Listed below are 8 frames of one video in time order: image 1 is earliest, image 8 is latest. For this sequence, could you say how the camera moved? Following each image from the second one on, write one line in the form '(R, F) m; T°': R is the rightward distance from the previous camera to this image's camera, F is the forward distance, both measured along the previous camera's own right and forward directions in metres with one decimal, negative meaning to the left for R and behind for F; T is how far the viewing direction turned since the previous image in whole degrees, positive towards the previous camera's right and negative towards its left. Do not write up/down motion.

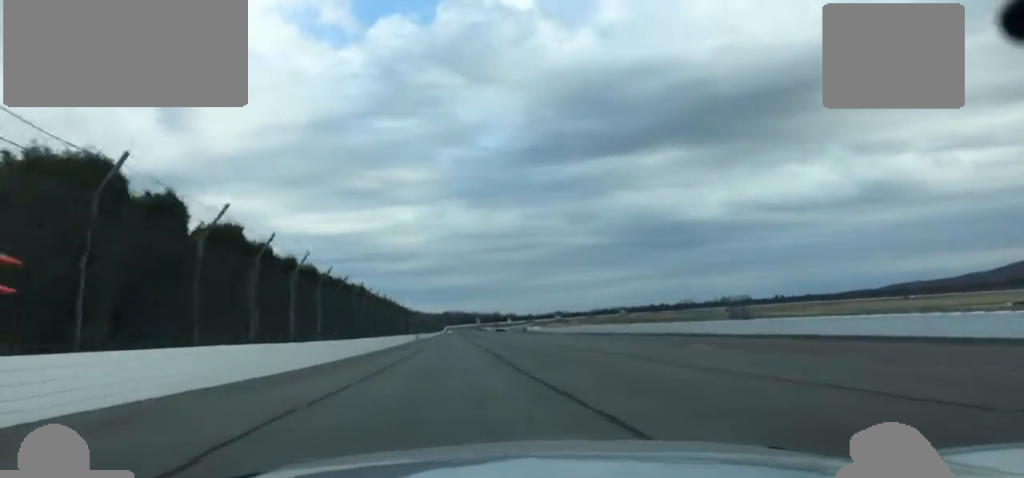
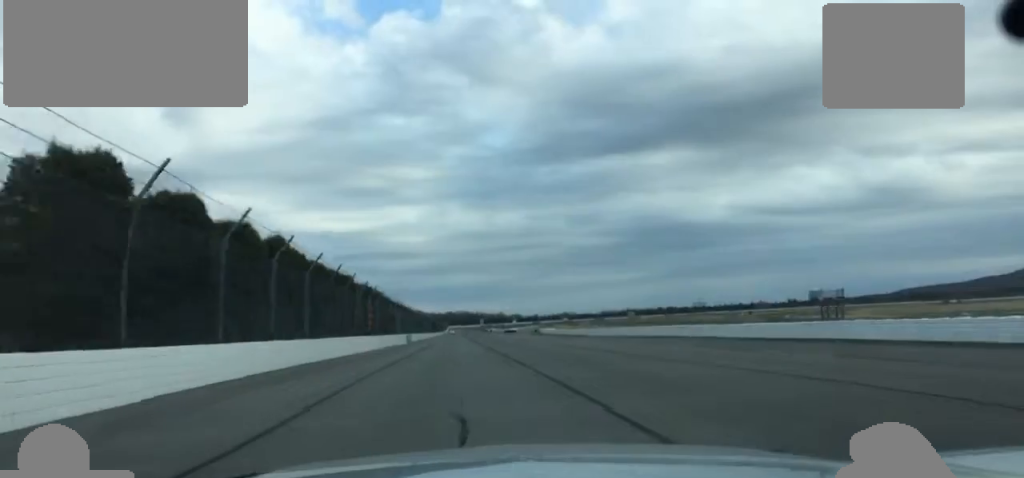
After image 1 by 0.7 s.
(-0.2, +36.9) m; 0°
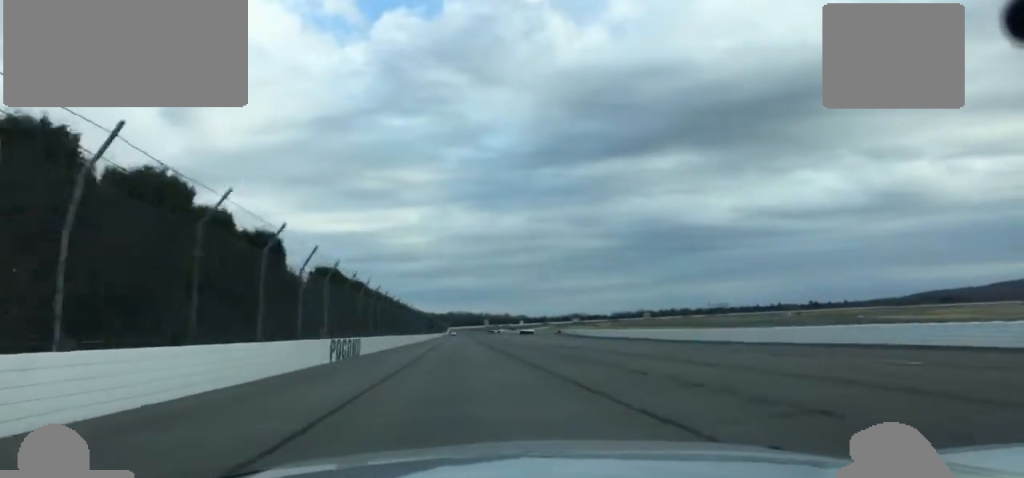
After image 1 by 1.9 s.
(+0.2, +65.5) m; +1°
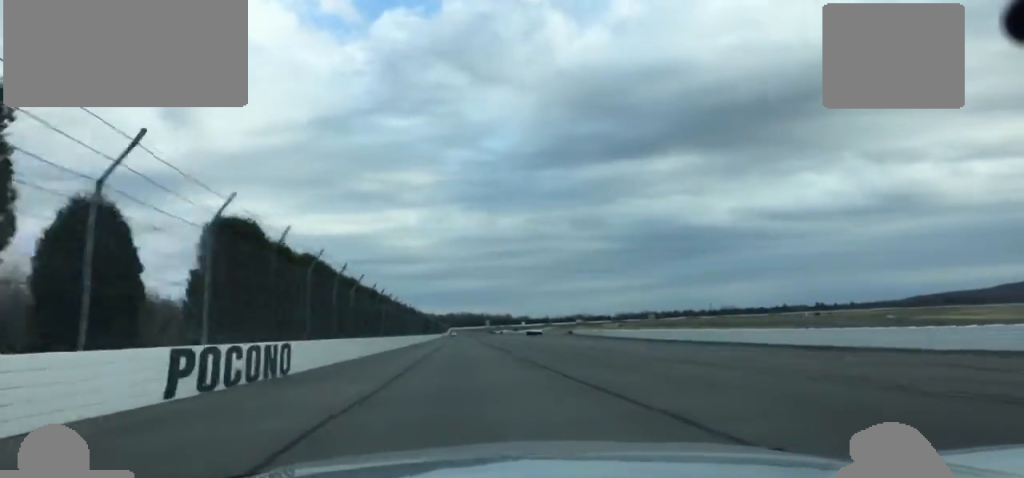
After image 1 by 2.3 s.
(+0.1, +22.4) m; 0°
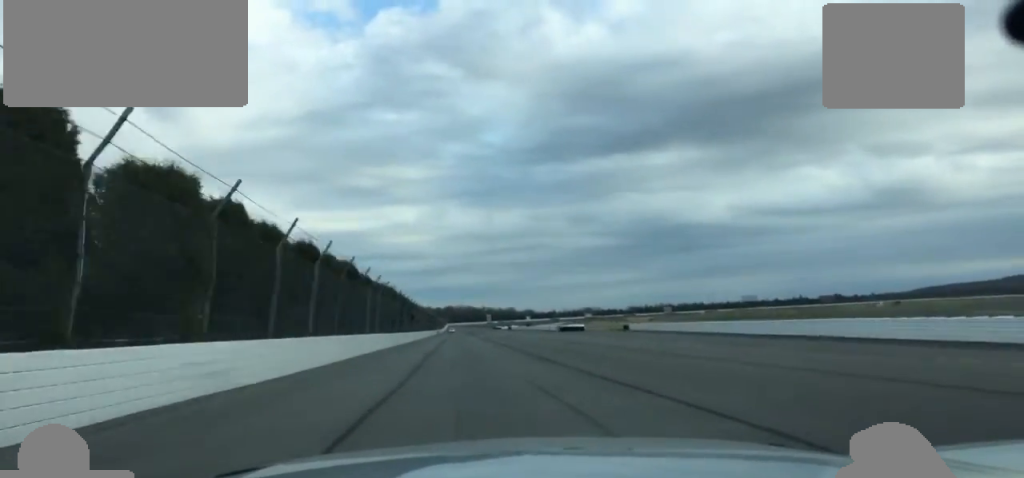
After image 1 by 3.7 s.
(+0.4, +78.9) m; 0°
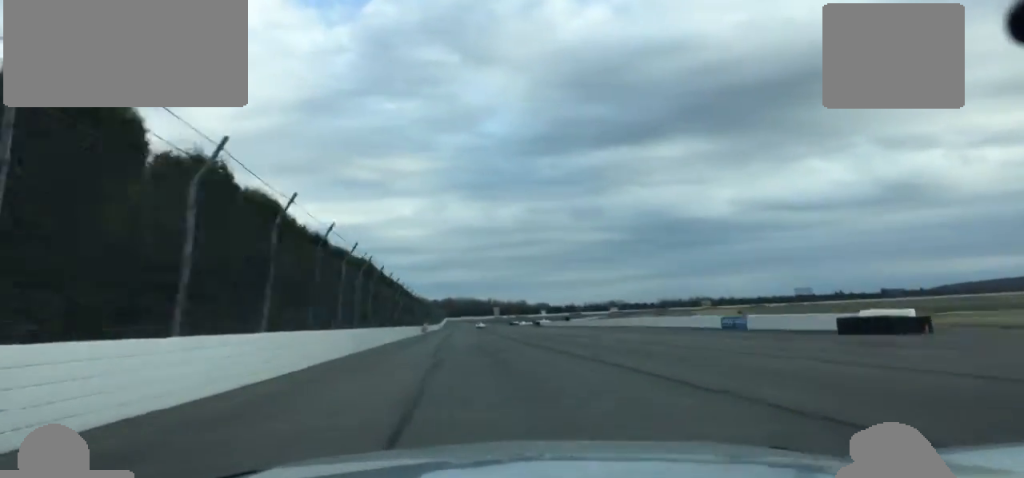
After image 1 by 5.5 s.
(+0.1, +108.1) m; 0°
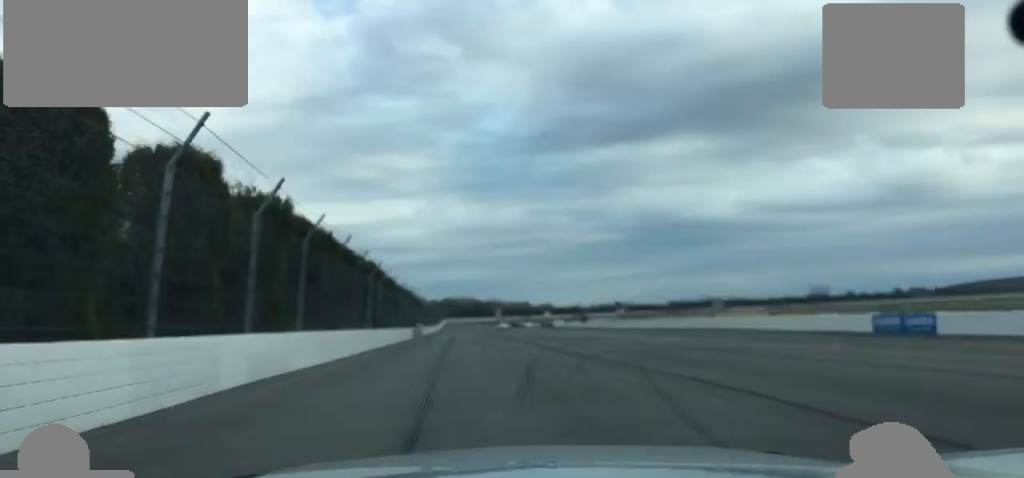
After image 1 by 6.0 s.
(0.0, +24.2) m; 0°
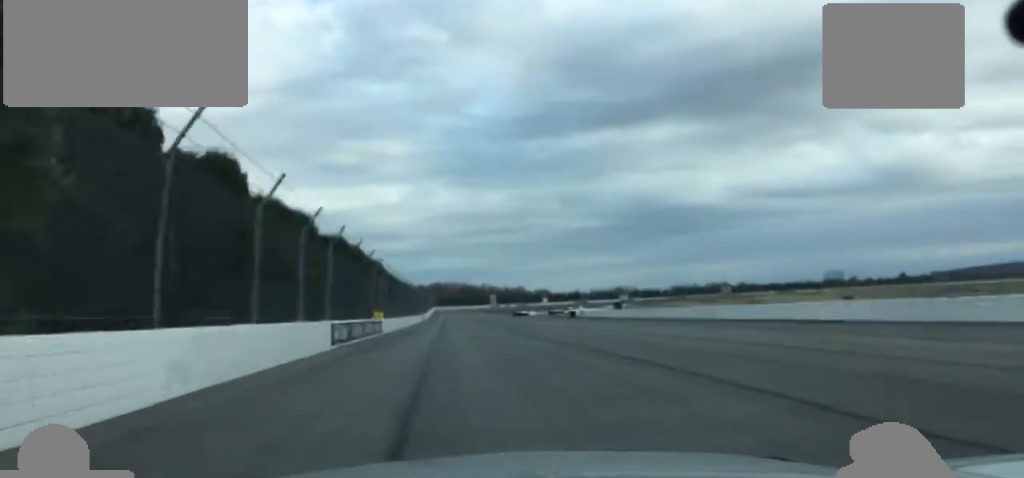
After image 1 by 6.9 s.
(0.0, +50.3) m; -1°
